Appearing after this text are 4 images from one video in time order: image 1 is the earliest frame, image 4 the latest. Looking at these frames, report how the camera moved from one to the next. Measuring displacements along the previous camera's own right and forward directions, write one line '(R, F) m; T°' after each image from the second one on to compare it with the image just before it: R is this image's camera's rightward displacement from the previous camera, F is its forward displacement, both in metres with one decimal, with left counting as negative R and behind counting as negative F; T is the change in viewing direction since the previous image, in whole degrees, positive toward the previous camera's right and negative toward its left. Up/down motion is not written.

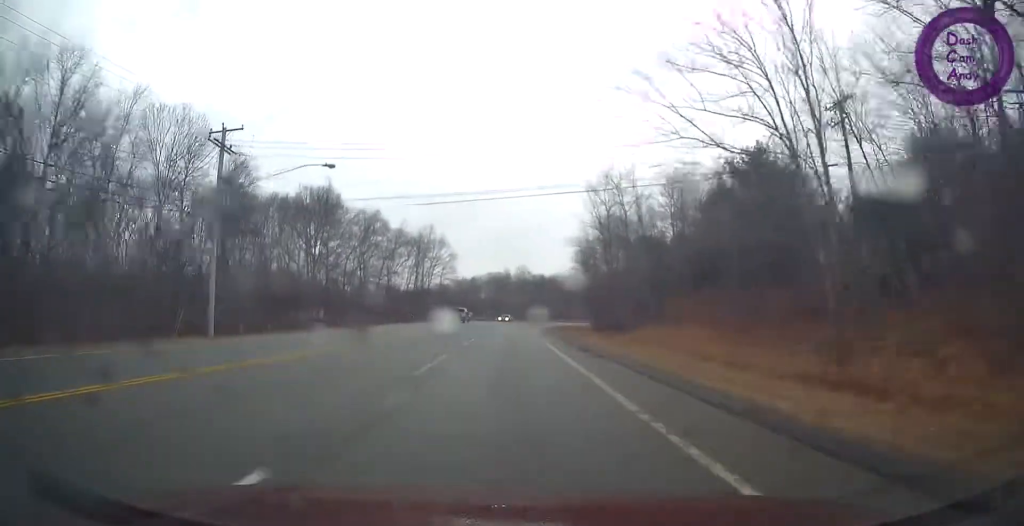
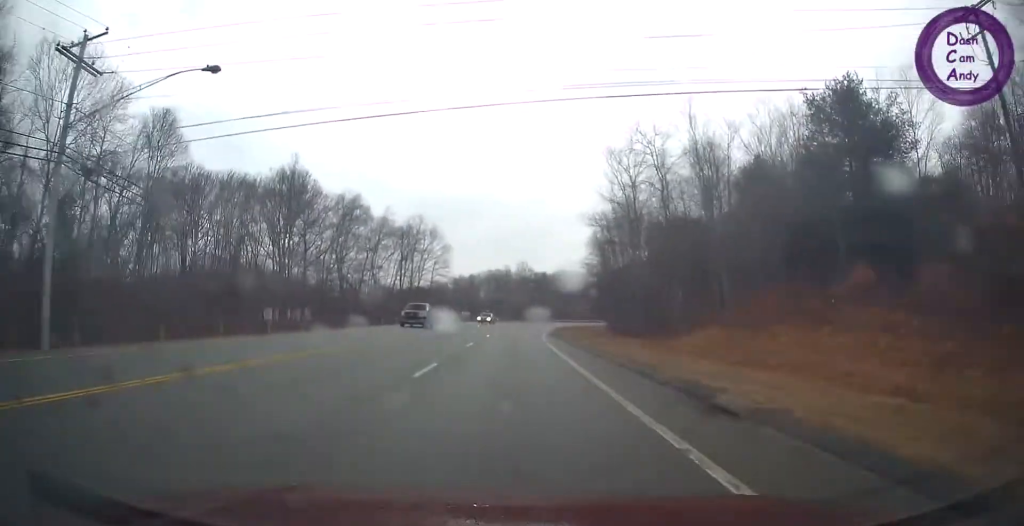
(+0.2, +13.3) m; 0°
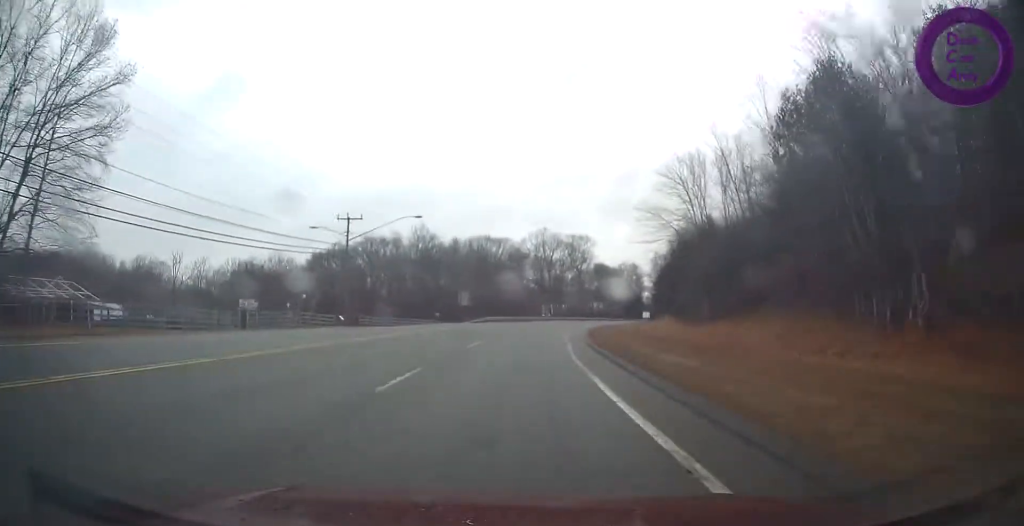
(+4.7, +87.7) m; +8°
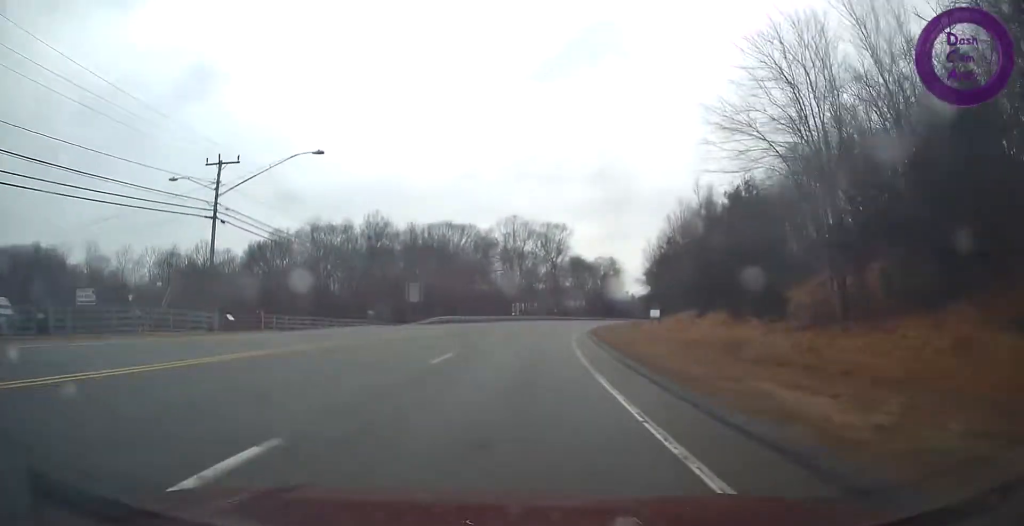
(+0.5, +19.0) m; +3°
